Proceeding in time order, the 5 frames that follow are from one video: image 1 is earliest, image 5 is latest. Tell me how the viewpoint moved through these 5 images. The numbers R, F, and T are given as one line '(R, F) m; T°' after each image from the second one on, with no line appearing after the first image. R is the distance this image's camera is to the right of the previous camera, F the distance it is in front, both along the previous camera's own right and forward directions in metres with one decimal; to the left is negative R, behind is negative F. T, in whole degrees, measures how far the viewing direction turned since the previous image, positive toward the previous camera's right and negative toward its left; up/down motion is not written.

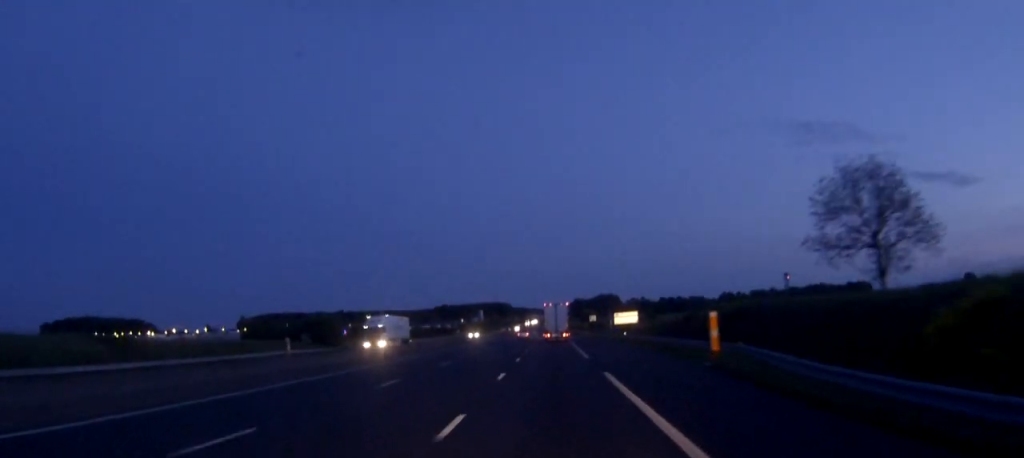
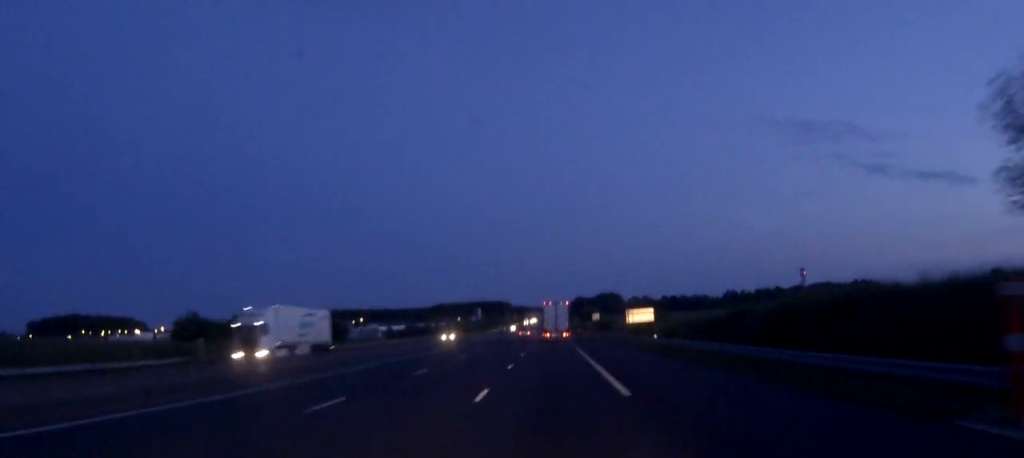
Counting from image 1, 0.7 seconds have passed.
(0.0, +21.5) m; 0°
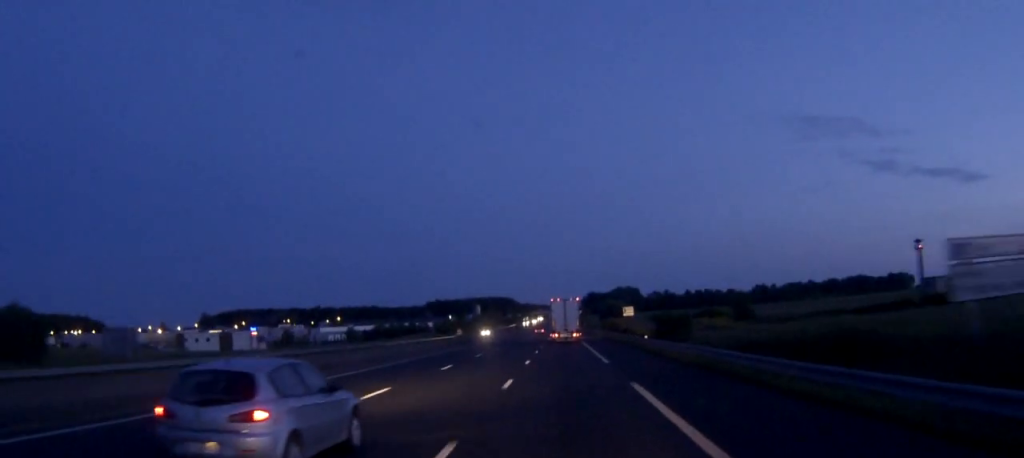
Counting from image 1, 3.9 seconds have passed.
(-0.7, +90.1) m; -1°
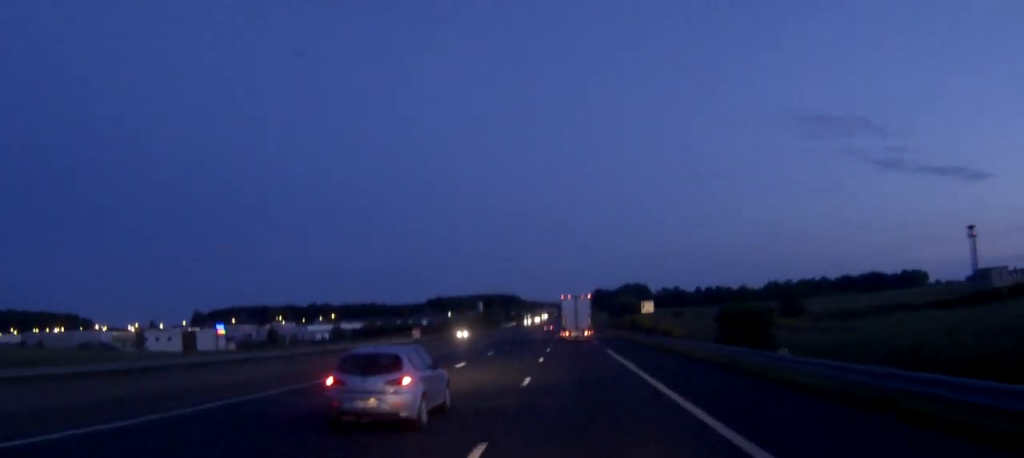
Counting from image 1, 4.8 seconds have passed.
(-0.1, +26.5) m; 0°
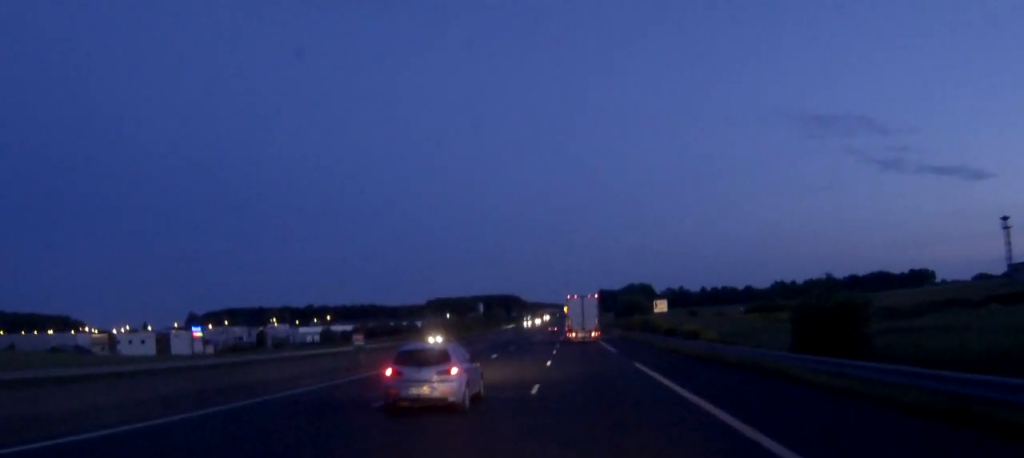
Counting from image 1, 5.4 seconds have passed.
(0.0, +15.1) m; 0°
